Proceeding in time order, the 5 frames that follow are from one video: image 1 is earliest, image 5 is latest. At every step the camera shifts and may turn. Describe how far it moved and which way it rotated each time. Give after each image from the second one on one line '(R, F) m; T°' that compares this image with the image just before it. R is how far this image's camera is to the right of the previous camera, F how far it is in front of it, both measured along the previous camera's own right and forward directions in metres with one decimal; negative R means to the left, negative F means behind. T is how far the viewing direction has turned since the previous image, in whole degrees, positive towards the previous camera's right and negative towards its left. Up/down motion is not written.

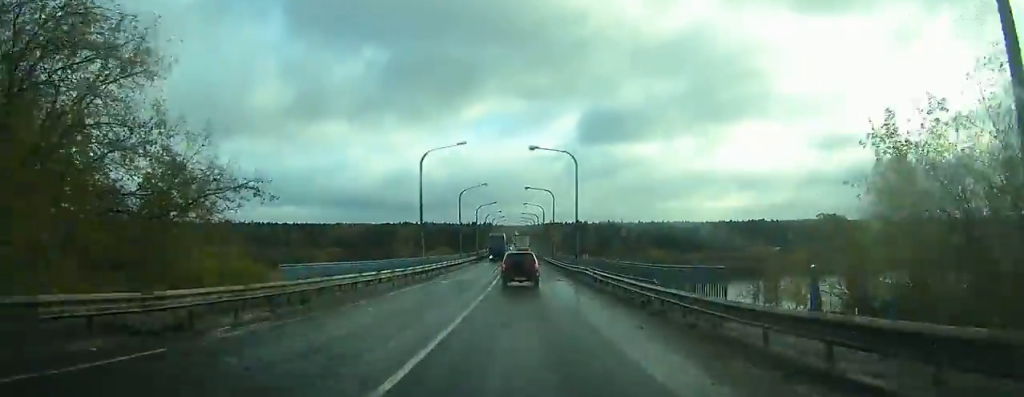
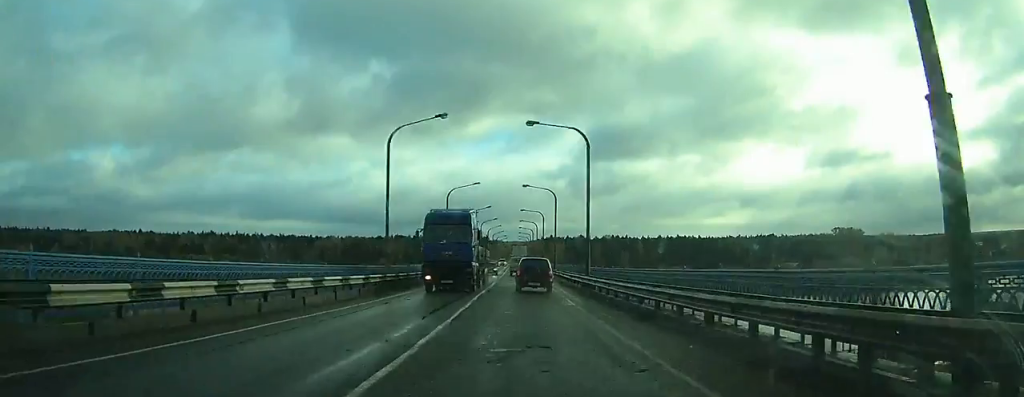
(+0.1, +34.7) m; 0°
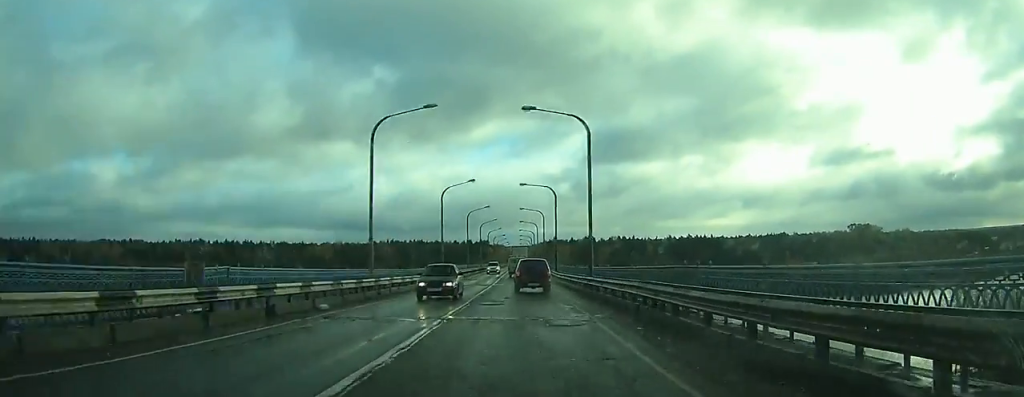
(0.0, +27.9) m; 0°
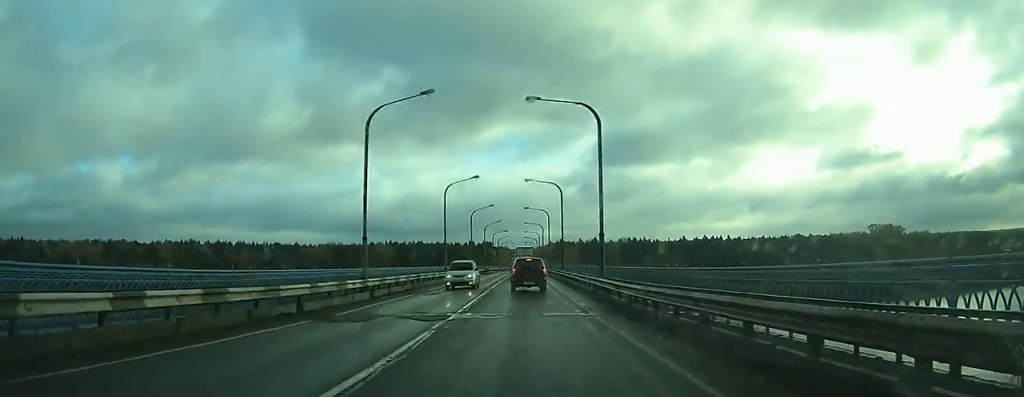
(0.0, +26.3) m; 0°
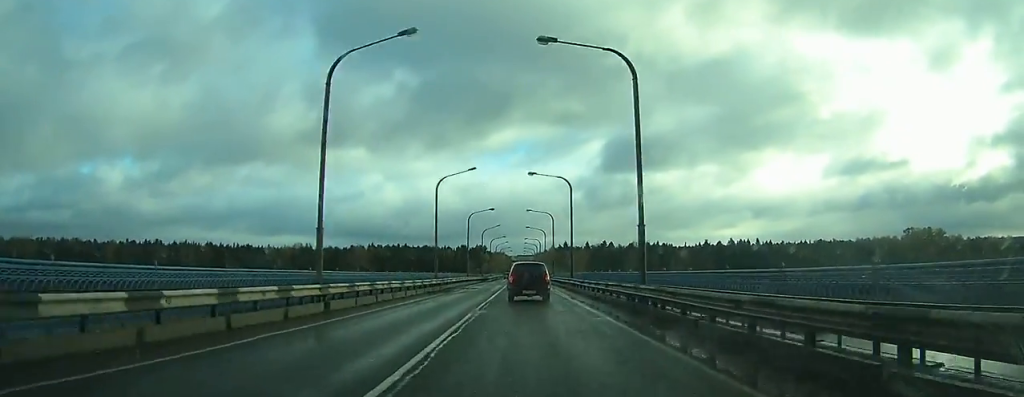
(-0.4, +56.0) m; 0°
